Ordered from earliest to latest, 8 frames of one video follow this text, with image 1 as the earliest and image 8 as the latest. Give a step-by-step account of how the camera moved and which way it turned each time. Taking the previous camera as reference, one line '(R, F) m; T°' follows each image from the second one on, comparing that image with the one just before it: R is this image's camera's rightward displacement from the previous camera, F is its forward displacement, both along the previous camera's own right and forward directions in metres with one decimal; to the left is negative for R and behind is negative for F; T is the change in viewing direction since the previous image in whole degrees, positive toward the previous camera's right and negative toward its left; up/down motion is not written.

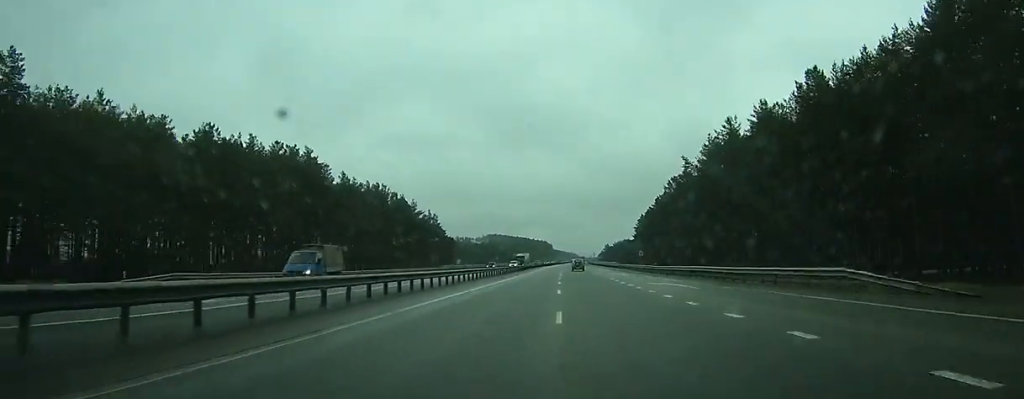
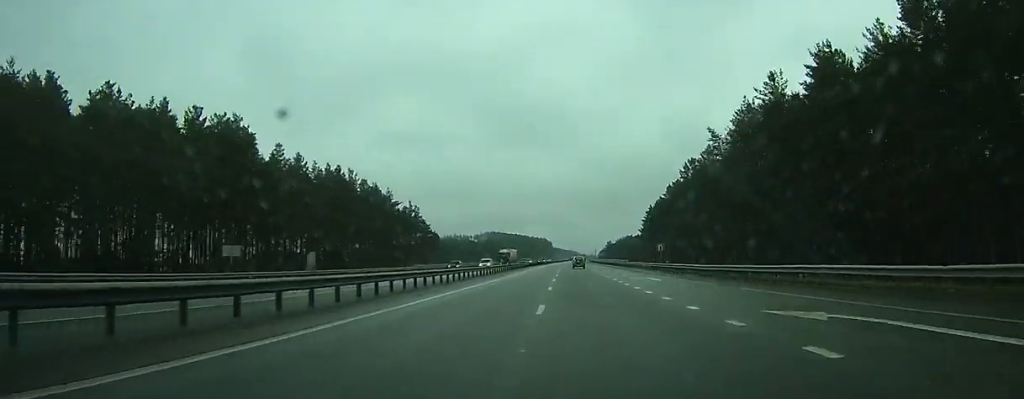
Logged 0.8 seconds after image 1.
(-0.1, +21.9) m; 0°
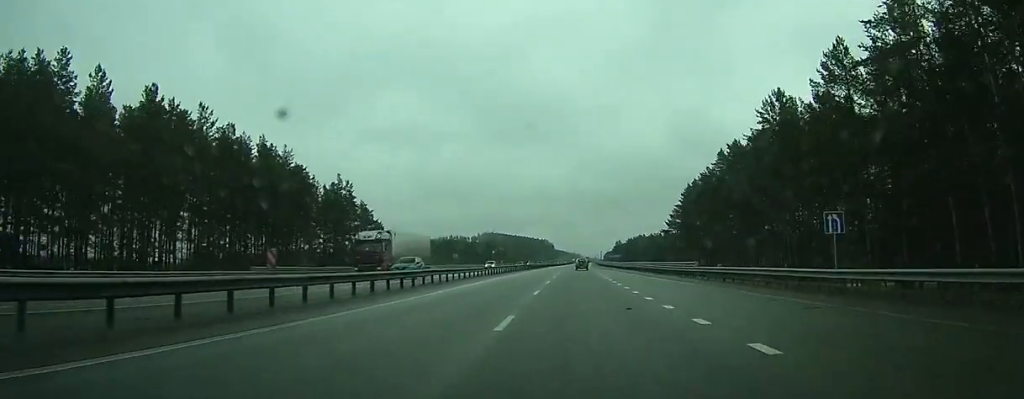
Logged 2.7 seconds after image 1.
(+0.1, +52.5) m; +1°
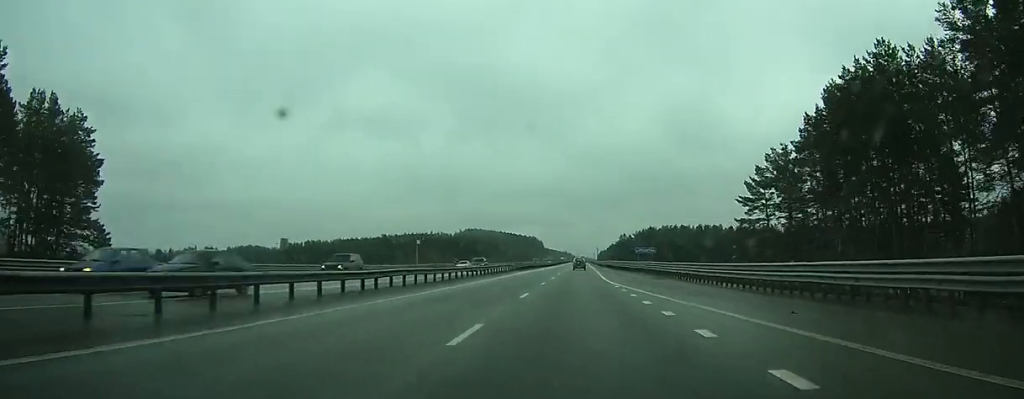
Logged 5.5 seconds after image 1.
(+0.8, +74.6) m; +1°
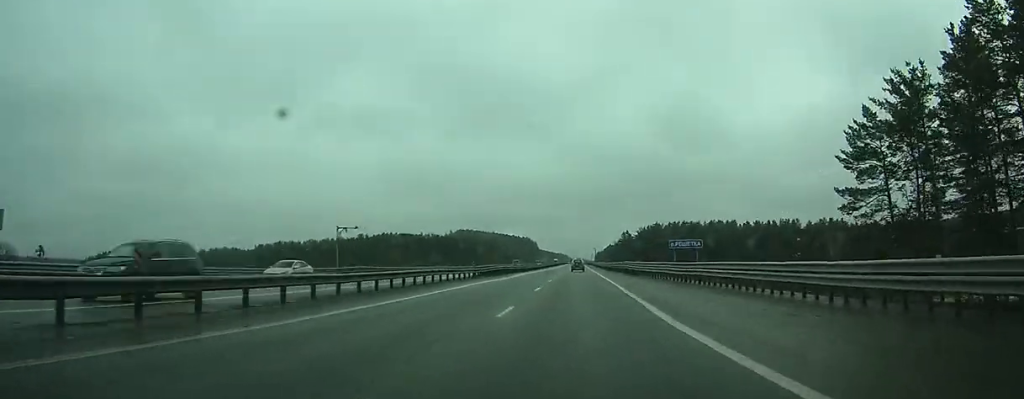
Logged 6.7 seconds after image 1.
(+0.1, +29.9) m; 0°
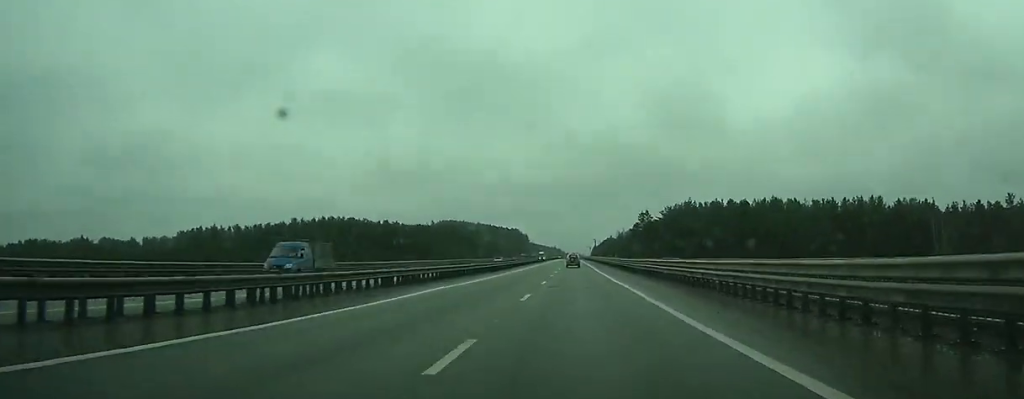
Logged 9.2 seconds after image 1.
(+0.3, +66.6) m; +1°
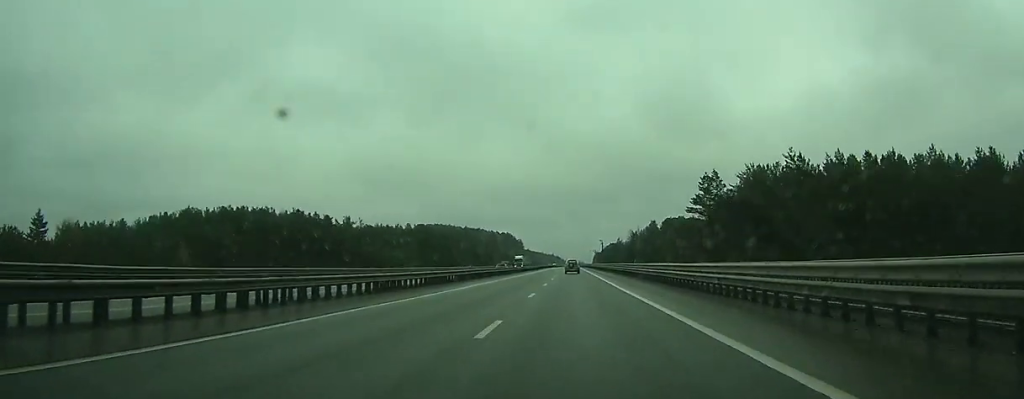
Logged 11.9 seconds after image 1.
(+0.3, +69.3) m; +1°
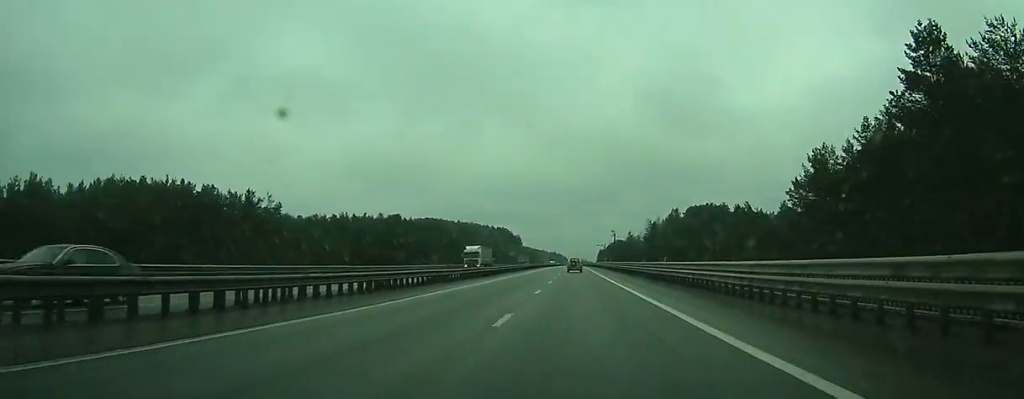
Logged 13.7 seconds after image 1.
(+0.2, +46.0) m; 0°
